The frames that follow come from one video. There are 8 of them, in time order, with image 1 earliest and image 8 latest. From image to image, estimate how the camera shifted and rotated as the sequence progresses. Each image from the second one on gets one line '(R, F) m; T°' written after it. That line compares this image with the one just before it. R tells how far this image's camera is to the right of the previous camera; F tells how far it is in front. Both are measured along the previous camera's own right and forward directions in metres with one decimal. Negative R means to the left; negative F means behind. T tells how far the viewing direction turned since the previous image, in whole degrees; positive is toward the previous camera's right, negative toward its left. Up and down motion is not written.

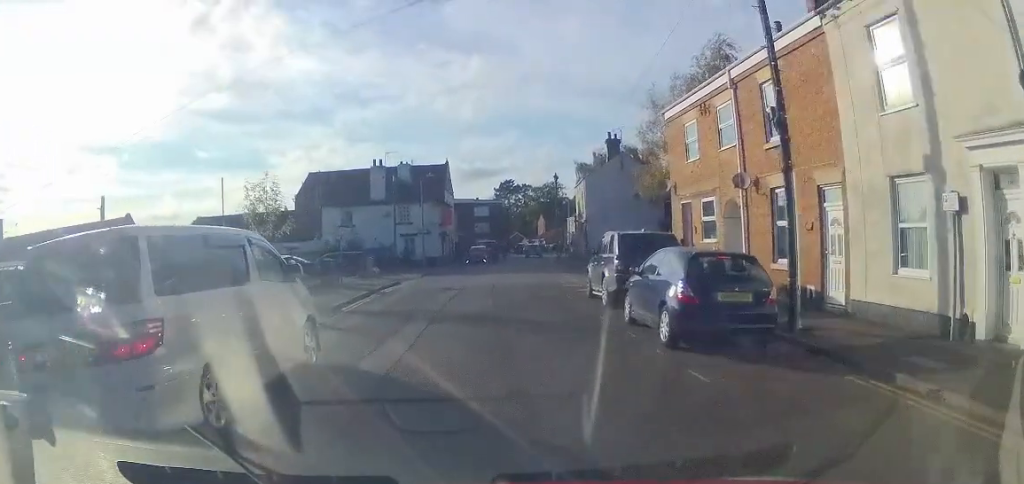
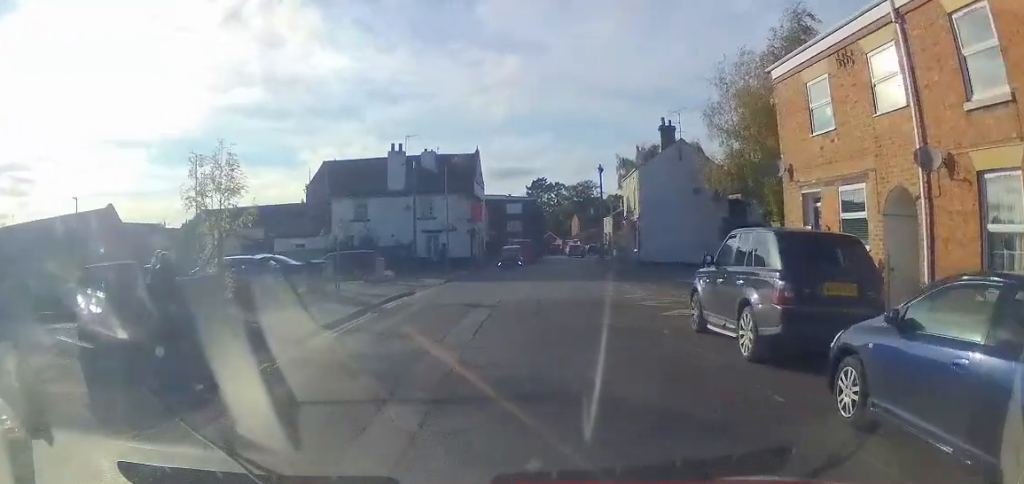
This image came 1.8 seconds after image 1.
(-0.1, +6.4) m; -5°
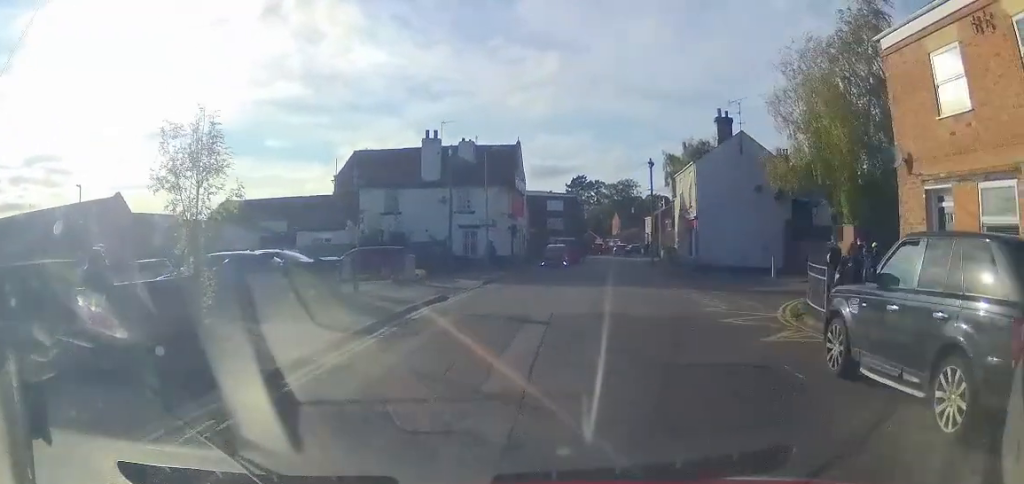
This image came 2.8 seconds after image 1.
(-0.2, +3.5) m; -3°
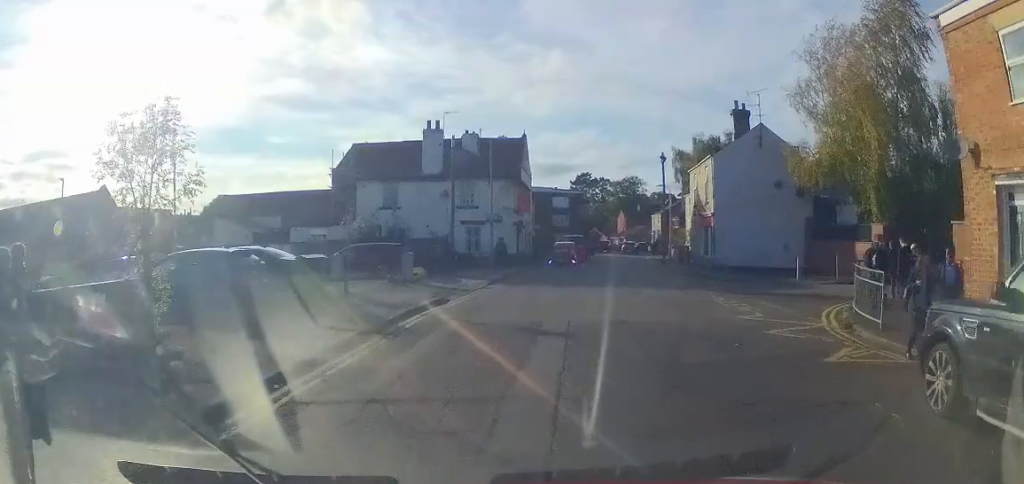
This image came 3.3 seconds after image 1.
(0.0, +2.1) m; -2°
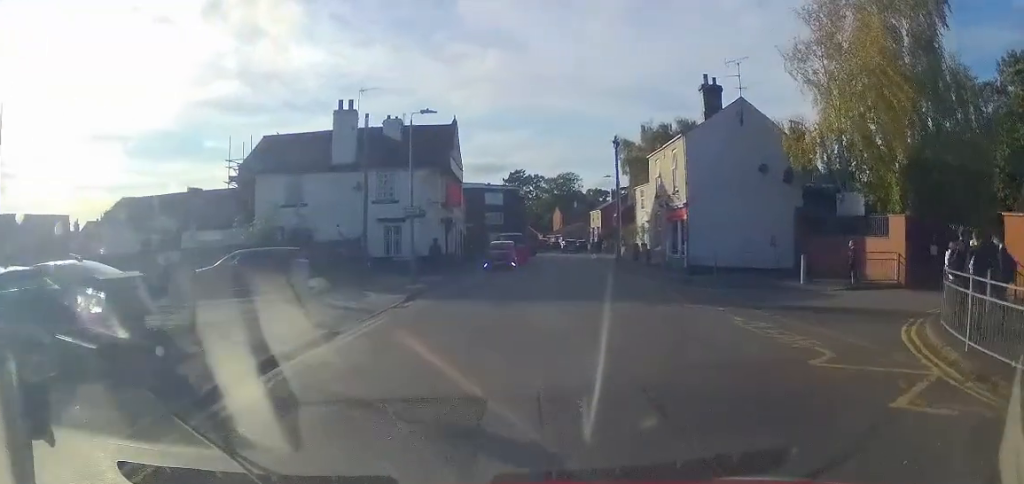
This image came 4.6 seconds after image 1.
(-0.2, +5.5) m; +9°
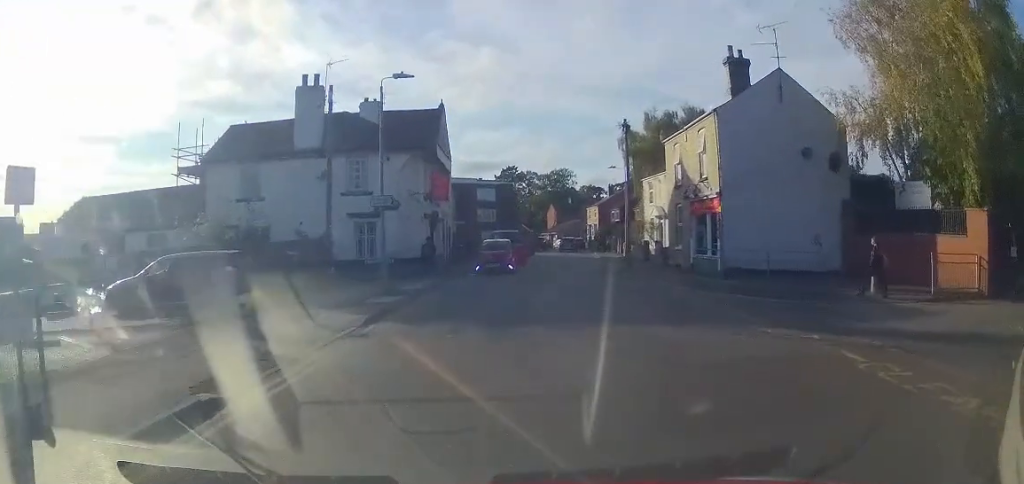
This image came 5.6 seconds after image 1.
(+1.0, +4.8) m; +7°
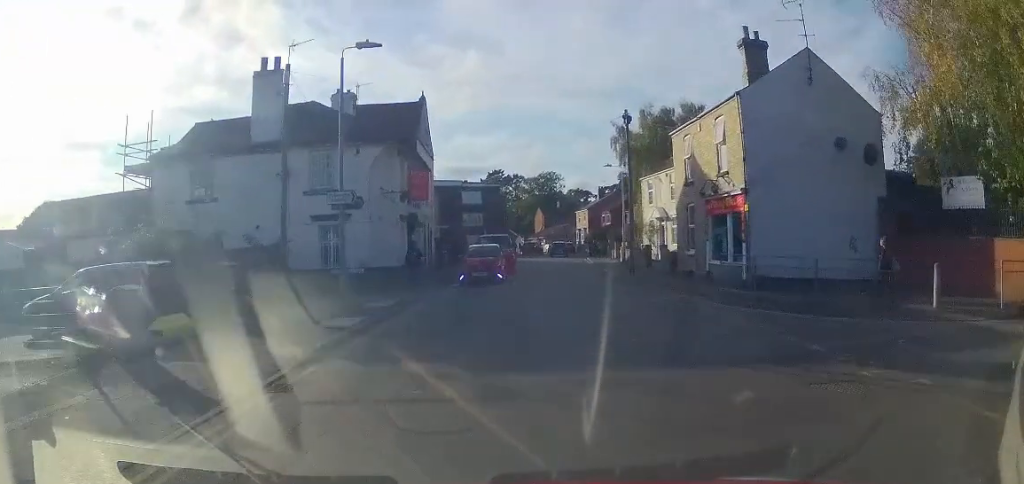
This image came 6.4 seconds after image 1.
(-0.3, +3.7) m; +1°
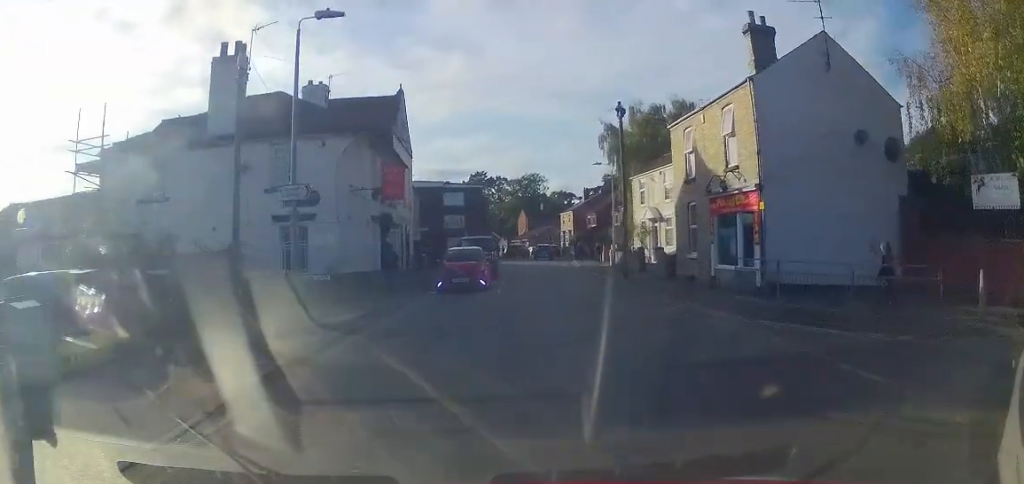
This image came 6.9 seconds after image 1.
(0.0, +2.4) m; 0°
